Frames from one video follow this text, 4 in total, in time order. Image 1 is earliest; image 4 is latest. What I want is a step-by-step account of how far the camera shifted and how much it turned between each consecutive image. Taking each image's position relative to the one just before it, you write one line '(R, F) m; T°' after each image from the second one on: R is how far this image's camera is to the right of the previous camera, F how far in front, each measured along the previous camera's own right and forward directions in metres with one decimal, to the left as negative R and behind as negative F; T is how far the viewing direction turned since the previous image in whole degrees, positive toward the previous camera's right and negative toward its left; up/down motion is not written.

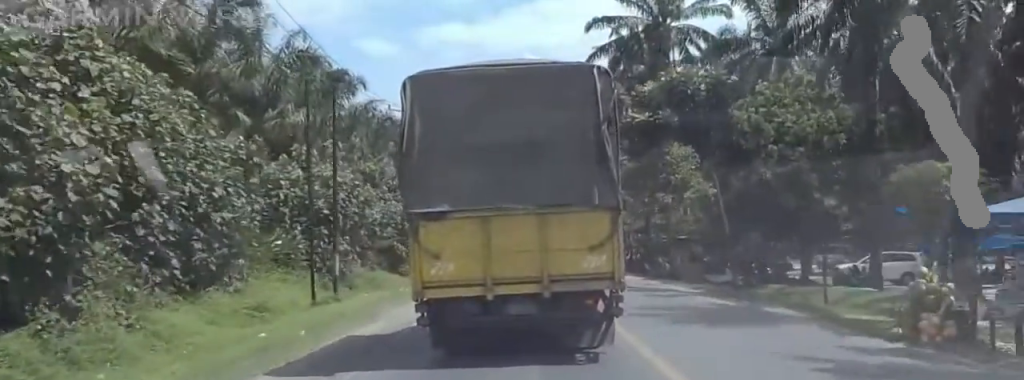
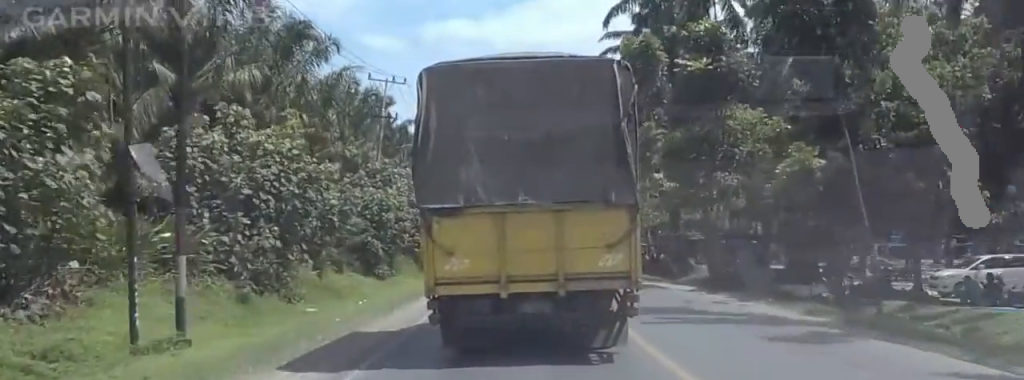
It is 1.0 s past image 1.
(+0.1, +12.2) m; +1°
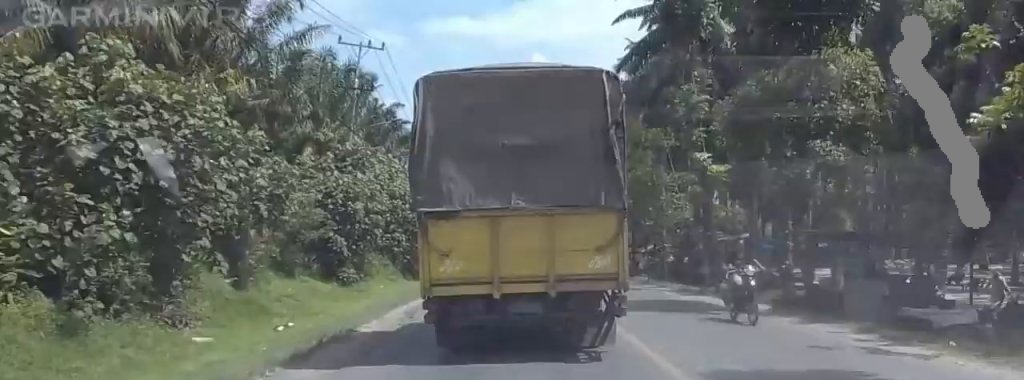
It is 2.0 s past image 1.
(0.0, +10.9) m; +1°
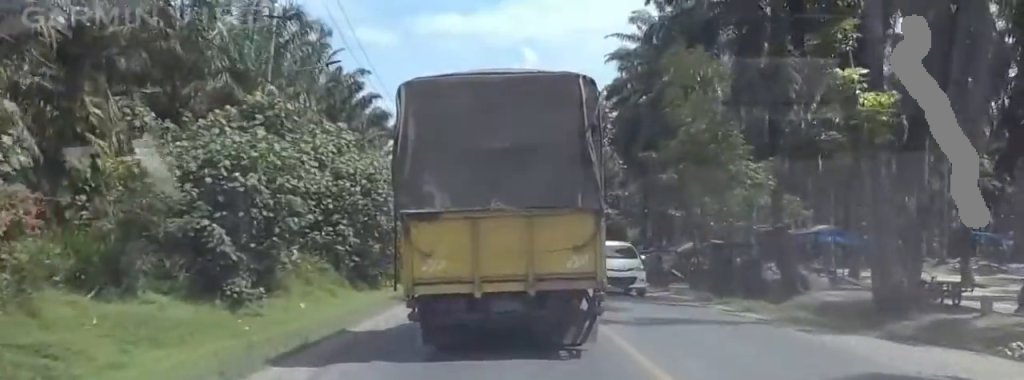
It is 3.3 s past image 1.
(+0.4, +16.0) m; +3°
